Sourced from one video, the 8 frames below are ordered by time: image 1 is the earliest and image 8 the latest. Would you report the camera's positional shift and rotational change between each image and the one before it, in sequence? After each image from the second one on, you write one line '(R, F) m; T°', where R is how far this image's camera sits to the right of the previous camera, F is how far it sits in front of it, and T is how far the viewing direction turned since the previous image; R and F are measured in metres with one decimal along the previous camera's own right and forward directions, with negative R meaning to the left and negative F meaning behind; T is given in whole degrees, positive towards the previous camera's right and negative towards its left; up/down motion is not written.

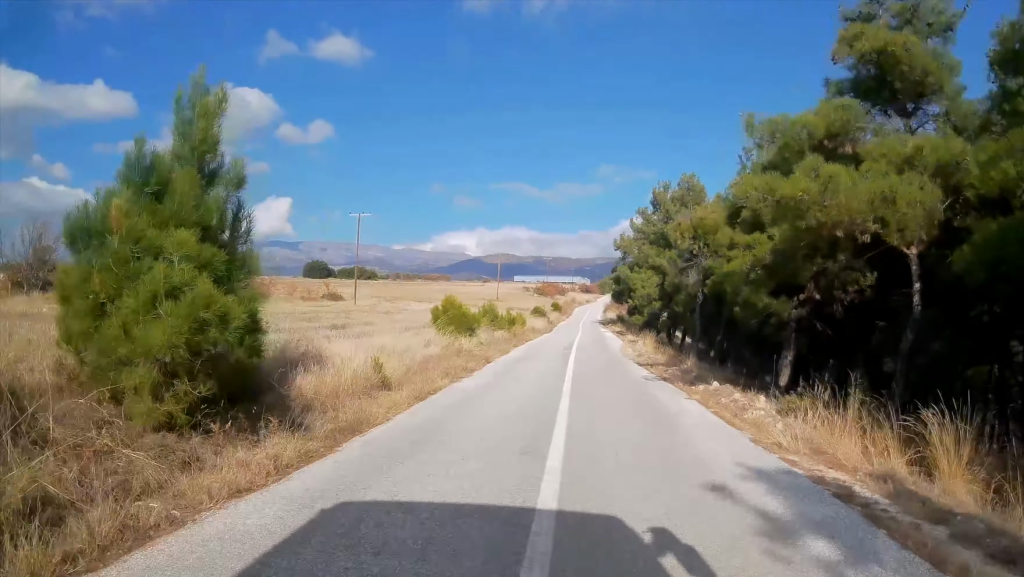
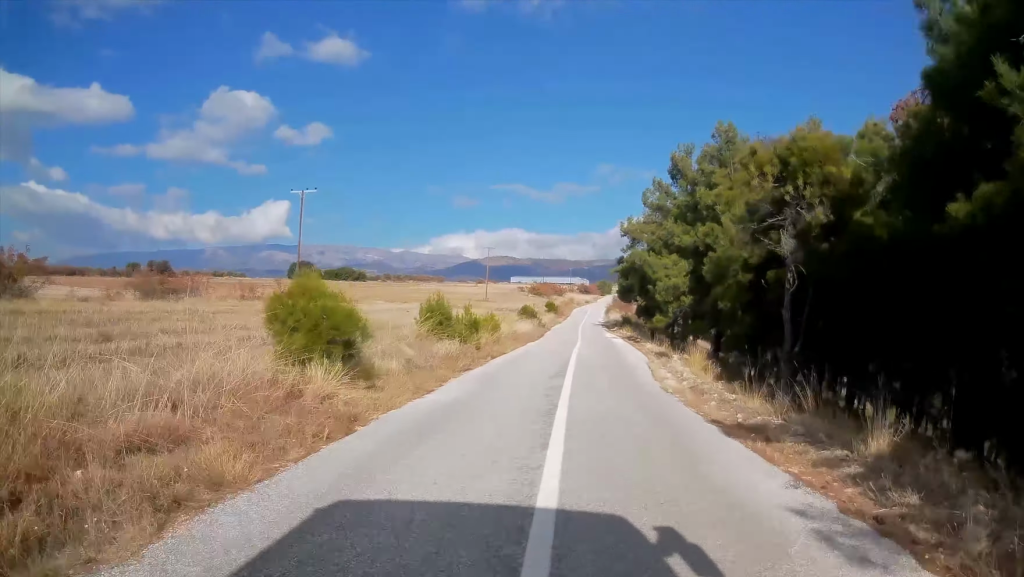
(0.0, +13.9) m; 0°
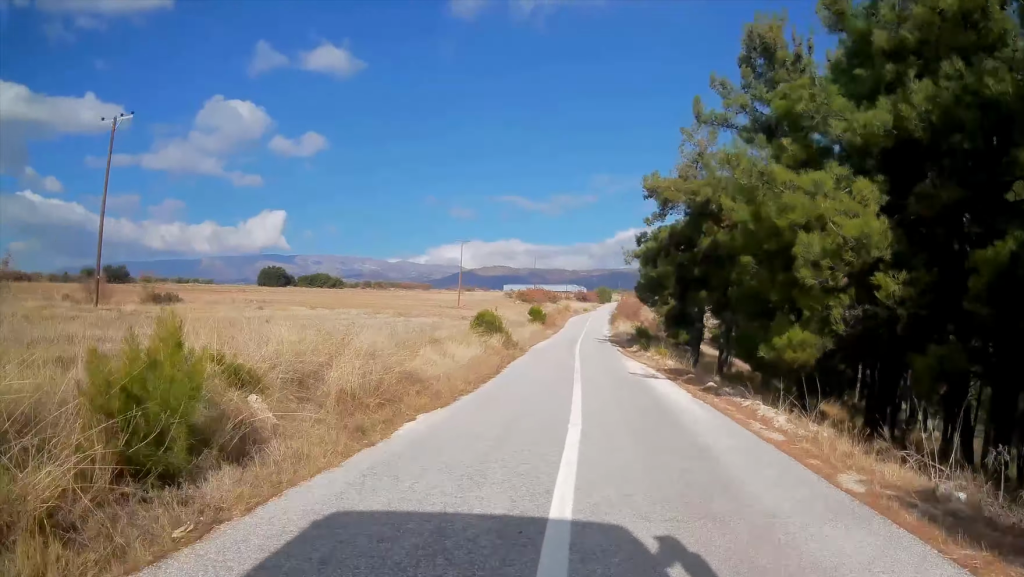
(0.0, +23.7) m; 0°
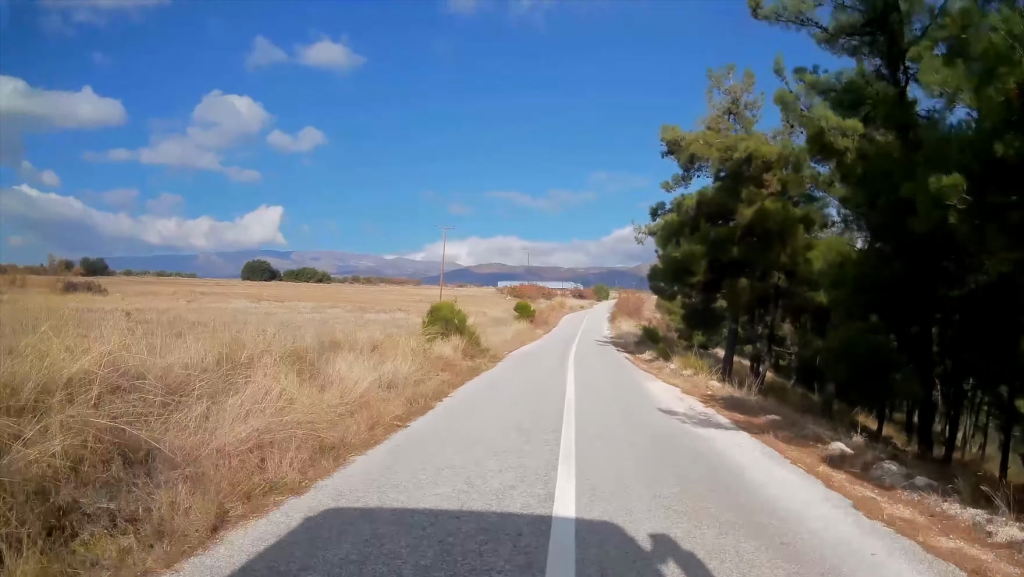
(0.0, +9.1) m; 0°
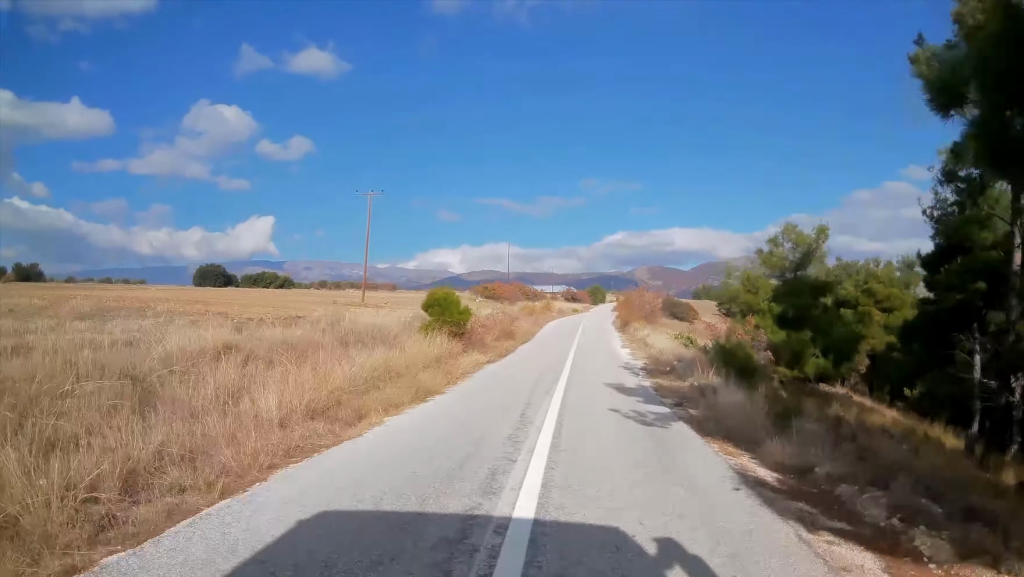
(+0.1, +25.0) m; +1°
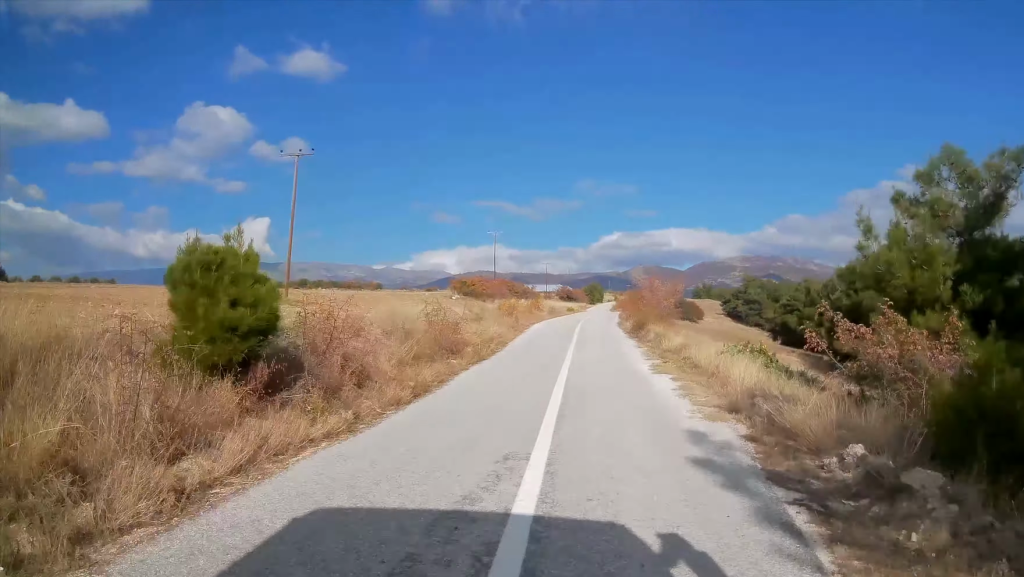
(+0.1, +13.8) m; +1°
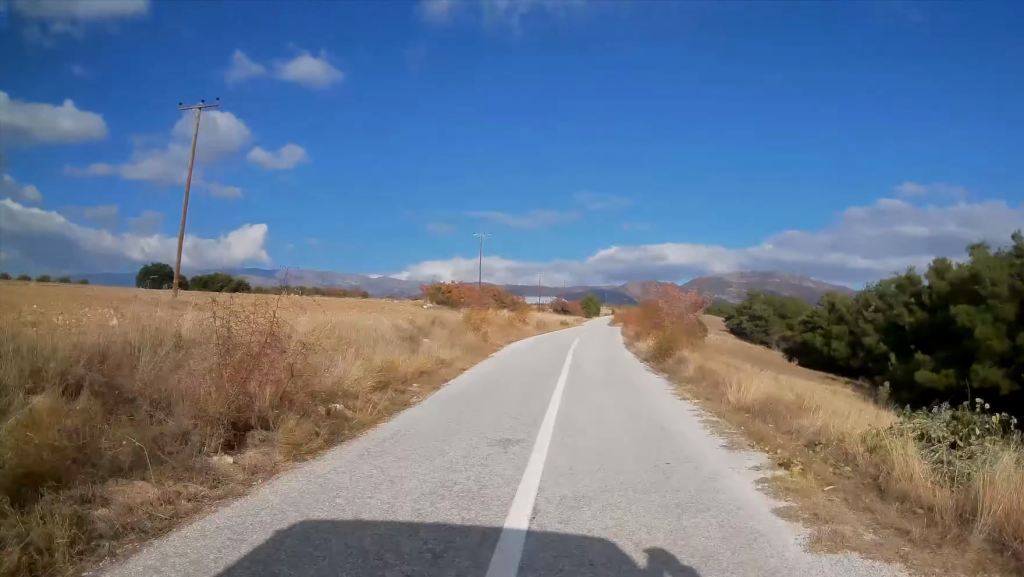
(+0.1, +11.7) m; 0°
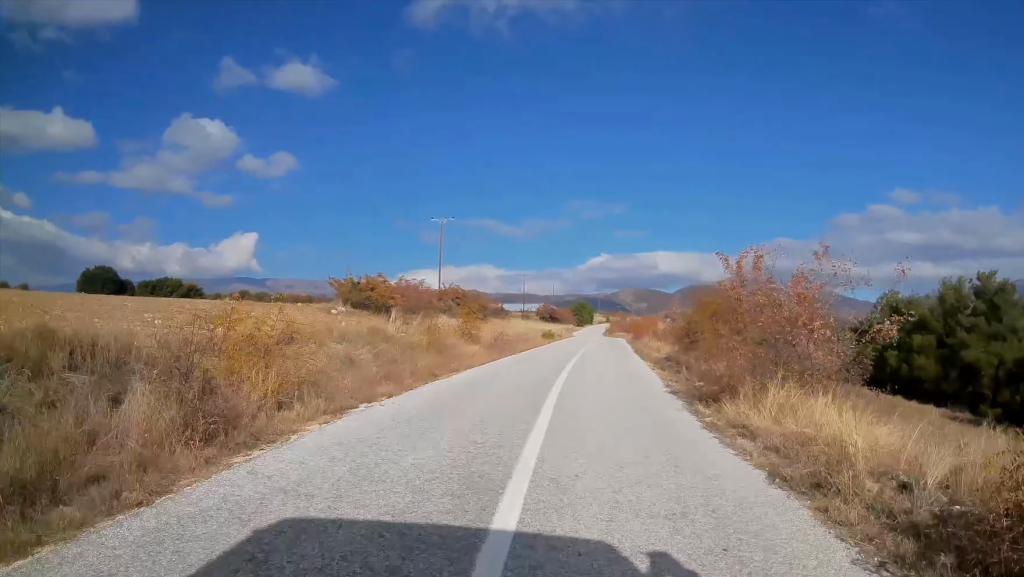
(0.0, +21.5) m; 0°
